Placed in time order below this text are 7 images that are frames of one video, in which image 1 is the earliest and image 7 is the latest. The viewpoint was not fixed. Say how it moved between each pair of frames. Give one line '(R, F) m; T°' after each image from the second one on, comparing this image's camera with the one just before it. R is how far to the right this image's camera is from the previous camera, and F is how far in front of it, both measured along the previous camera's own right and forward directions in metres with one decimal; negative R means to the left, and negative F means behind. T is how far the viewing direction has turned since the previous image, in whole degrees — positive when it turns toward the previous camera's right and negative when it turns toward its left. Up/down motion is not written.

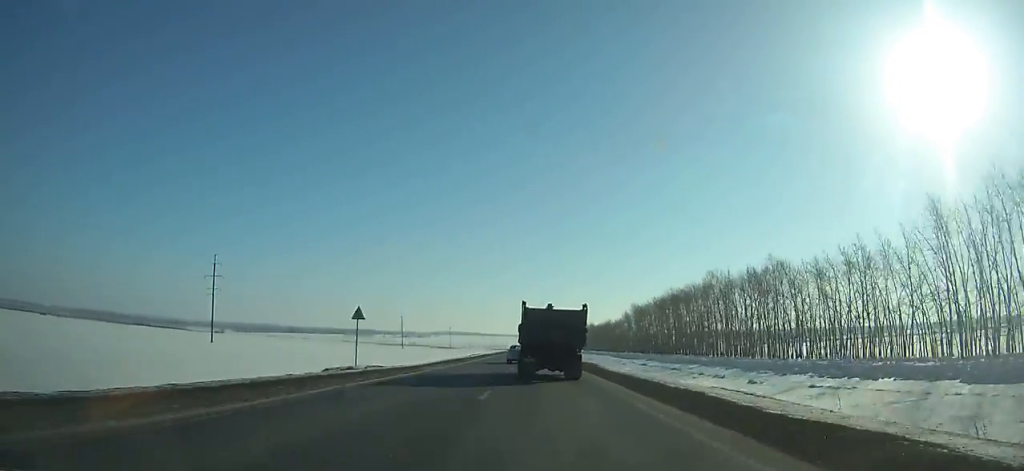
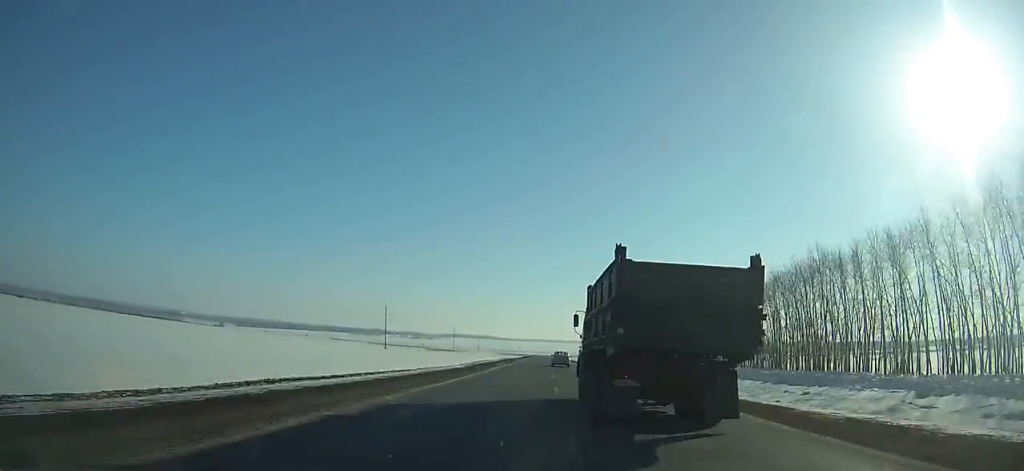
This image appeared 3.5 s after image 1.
(-0.1, +82.1) m; +1°
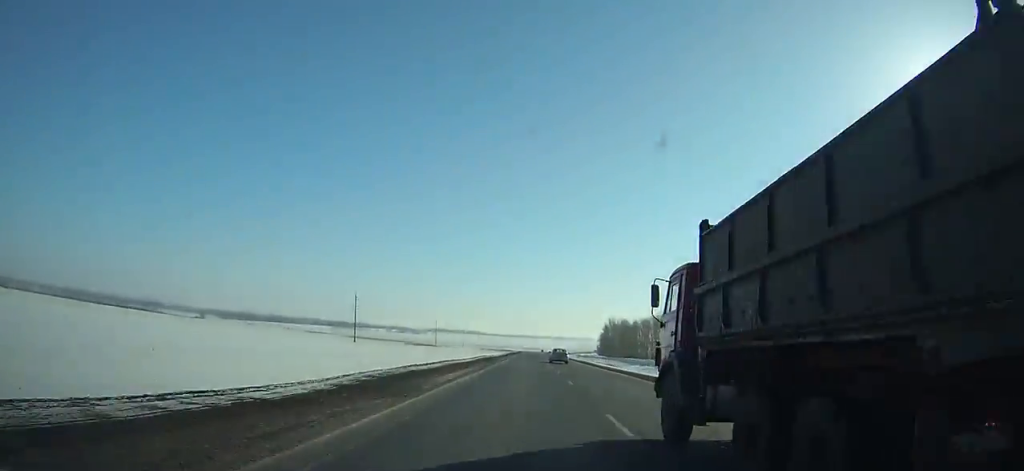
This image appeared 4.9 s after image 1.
(0.0, +34.2) m; 0°
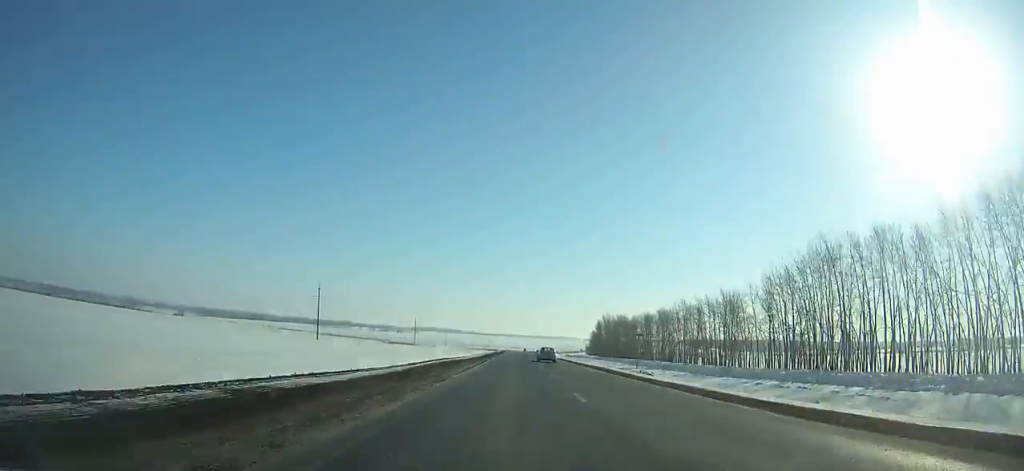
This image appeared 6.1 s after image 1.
(+0.4, +30.3) m; +1°
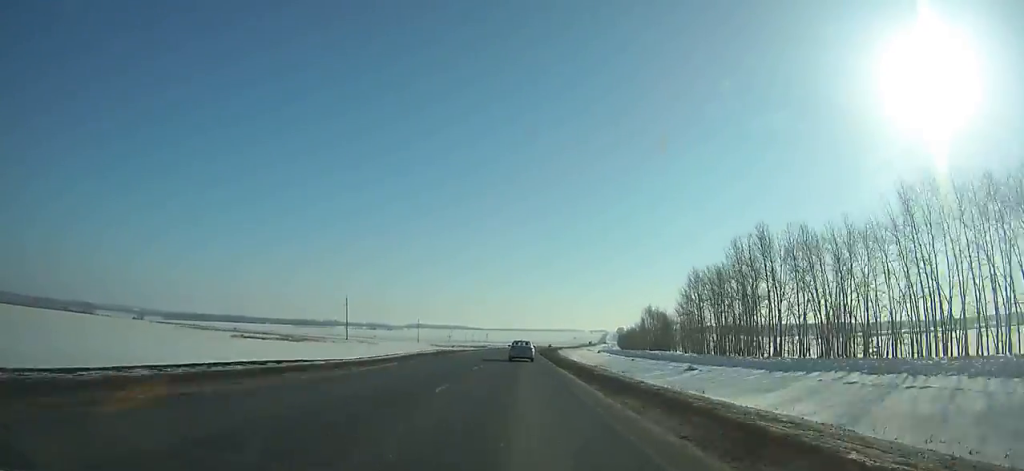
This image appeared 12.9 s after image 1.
(+0.7, +172.1) m; 0°
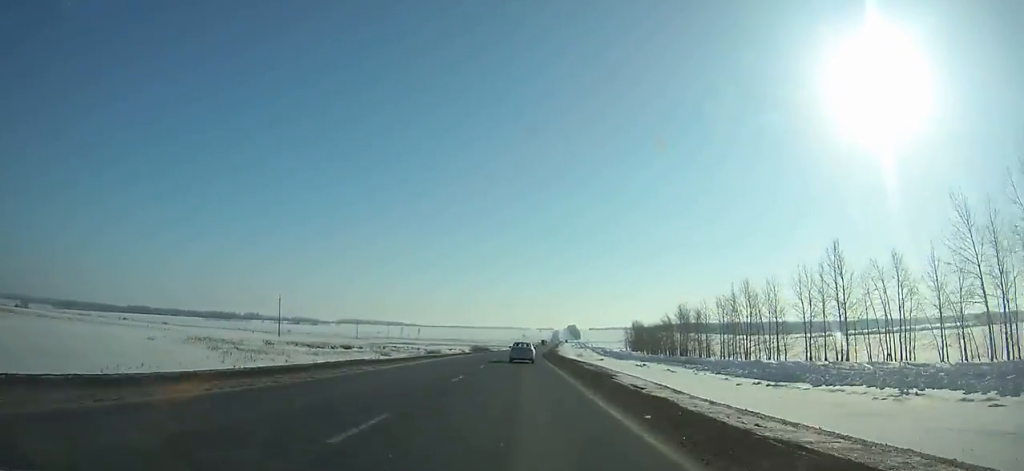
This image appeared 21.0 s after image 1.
(+8.7, +196.9) m; +5°
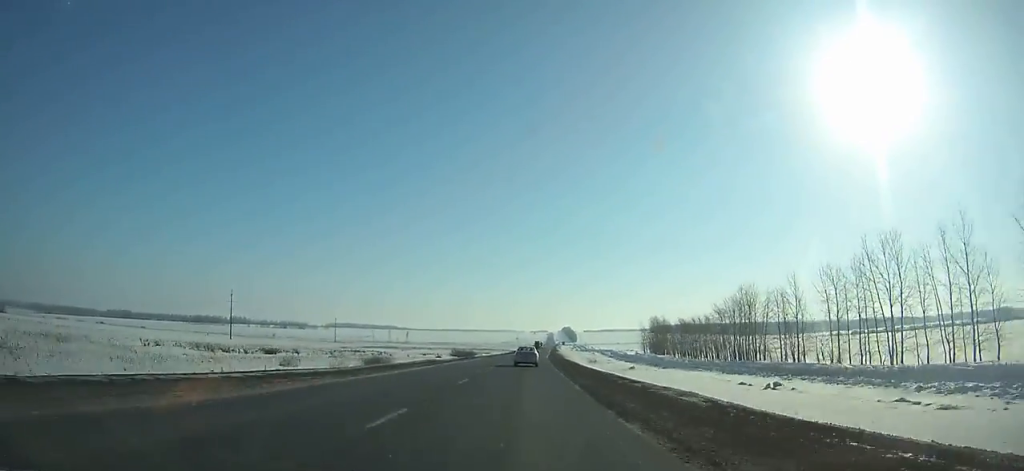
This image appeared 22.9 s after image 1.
(+0.3, +45.6) m; +1°
